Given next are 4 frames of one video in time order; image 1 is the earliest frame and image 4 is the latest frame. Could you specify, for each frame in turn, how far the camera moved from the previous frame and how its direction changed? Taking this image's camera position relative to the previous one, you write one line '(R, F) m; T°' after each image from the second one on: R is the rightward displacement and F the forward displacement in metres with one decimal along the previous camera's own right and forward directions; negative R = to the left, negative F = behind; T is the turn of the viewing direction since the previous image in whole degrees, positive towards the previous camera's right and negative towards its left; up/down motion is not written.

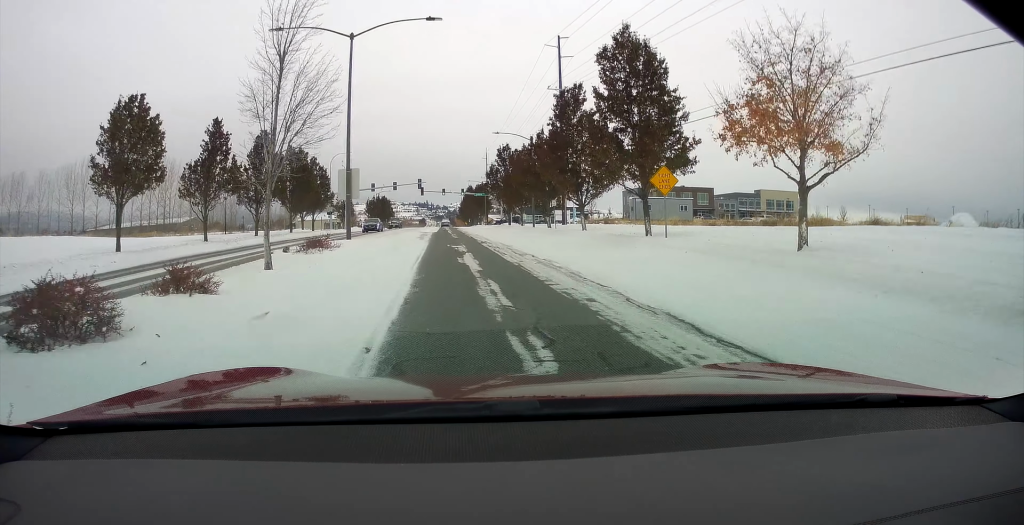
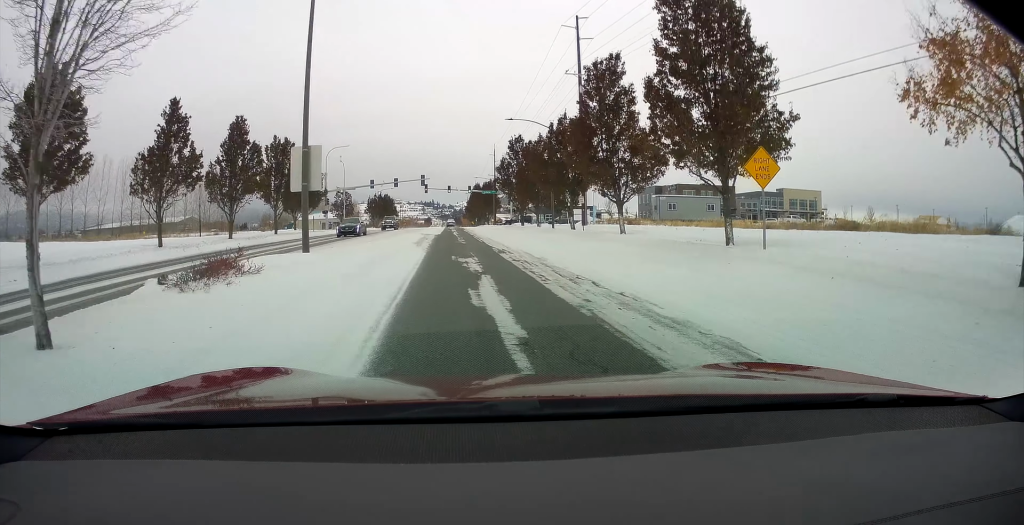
(-0.3, +7.8) m; +1°
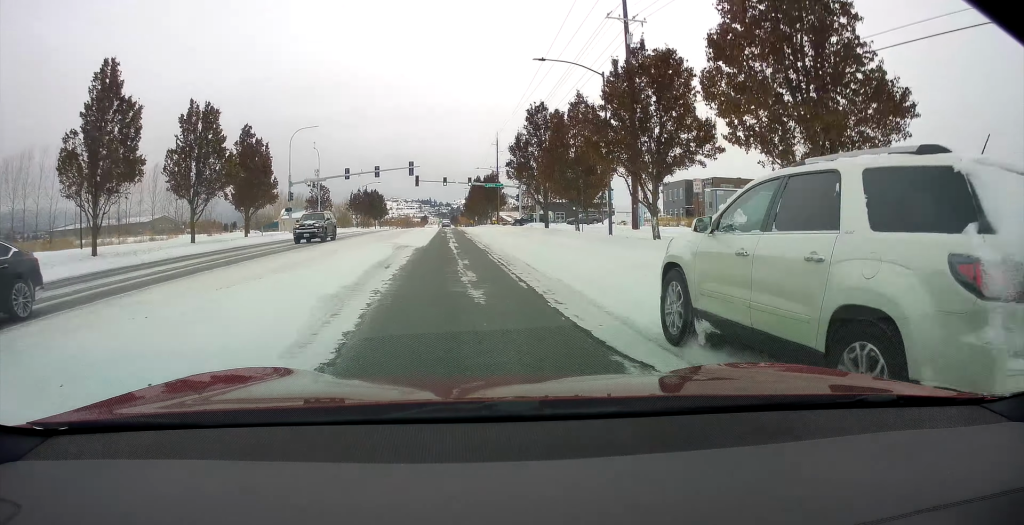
(+0.7, +18.7) m; +1°
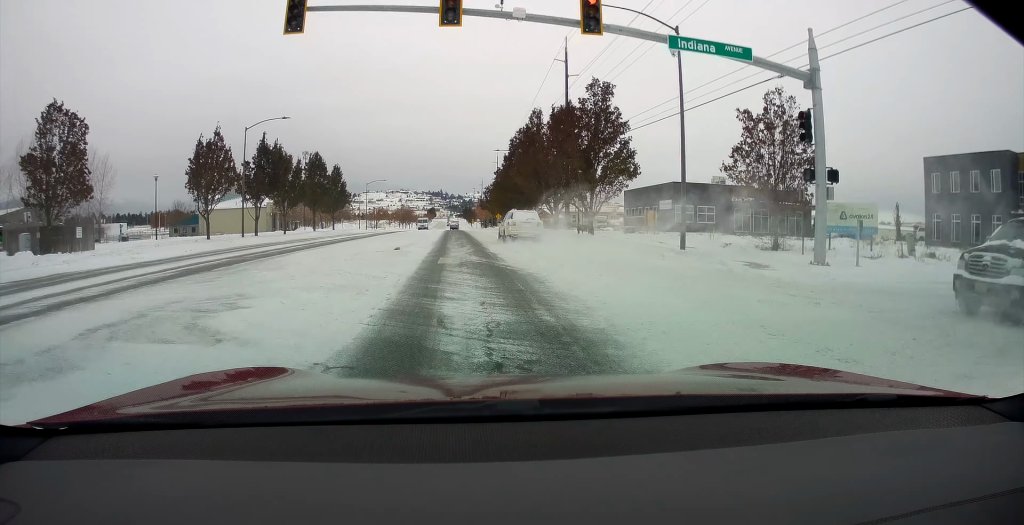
(-1.6, +73.2) m; -1°
